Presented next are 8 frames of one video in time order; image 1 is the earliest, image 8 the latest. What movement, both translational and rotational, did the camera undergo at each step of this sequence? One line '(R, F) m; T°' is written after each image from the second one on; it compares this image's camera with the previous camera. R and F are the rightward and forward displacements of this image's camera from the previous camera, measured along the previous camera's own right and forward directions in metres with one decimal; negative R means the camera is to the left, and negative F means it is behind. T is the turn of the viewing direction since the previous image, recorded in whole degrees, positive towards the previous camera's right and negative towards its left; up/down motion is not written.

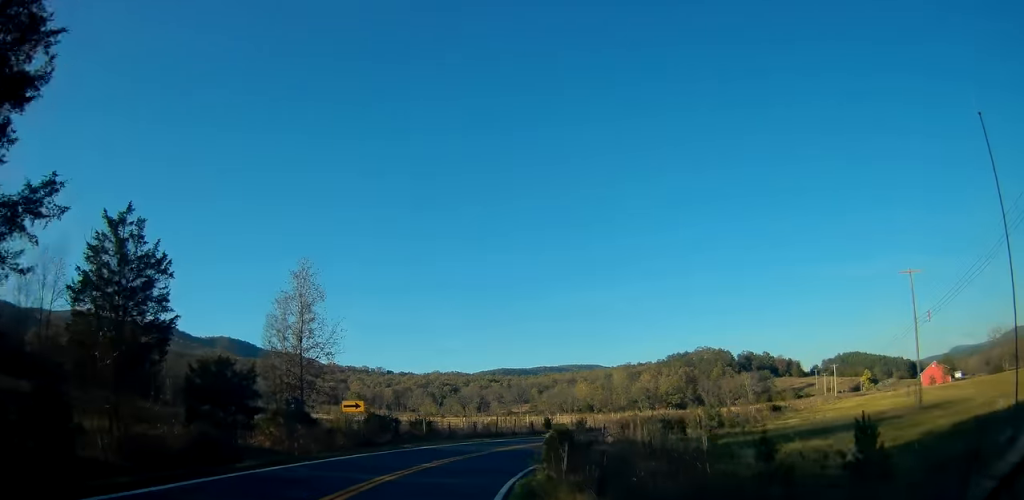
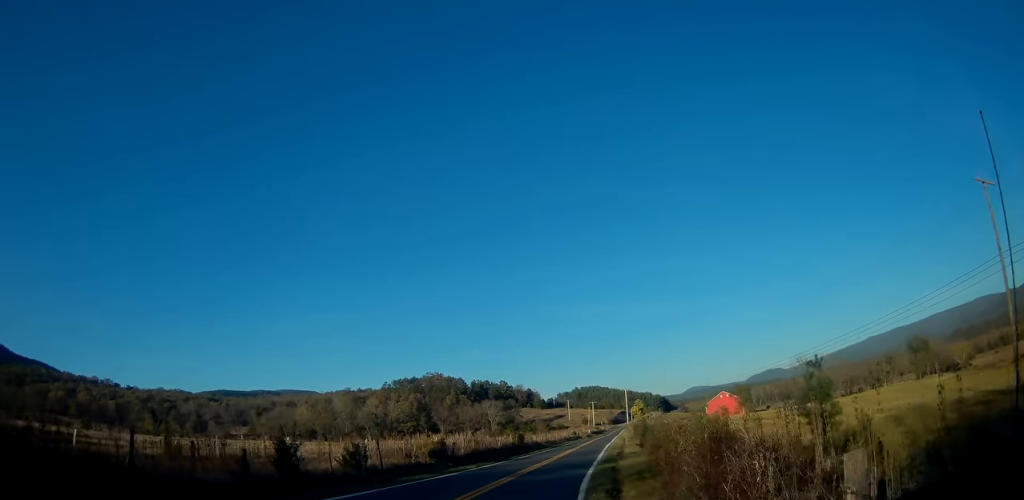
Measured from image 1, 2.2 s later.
(+6.5, +31.2) m; +30°
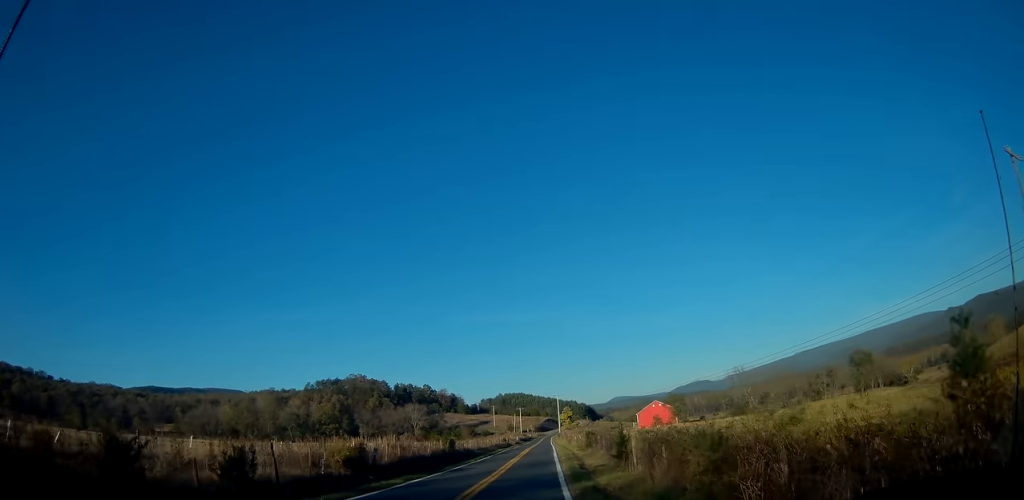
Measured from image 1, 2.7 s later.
(+0.2, +7.0) m; +8°
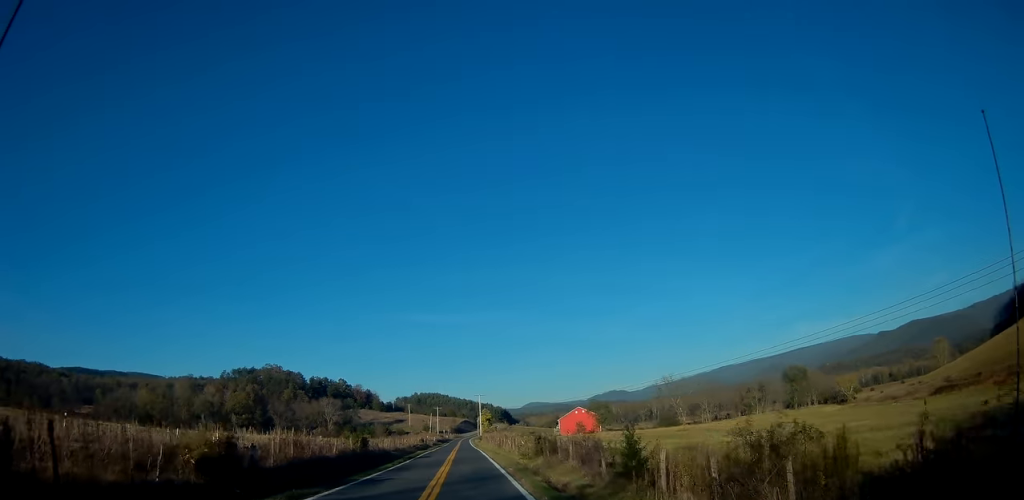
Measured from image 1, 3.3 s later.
(+1.1, +9.2) m; +7°
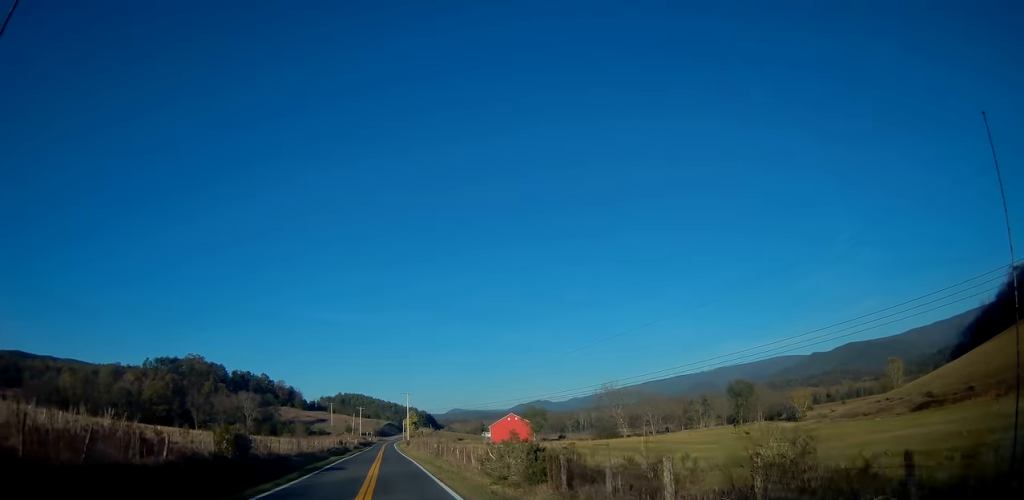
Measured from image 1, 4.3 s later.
(+1.2, +15.1) m; +5°
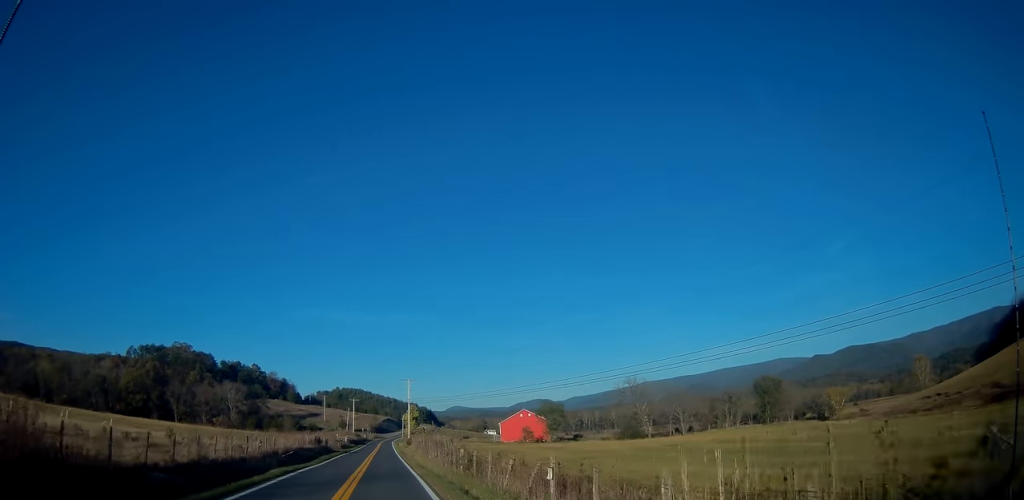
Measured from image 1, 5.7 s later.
(+0.1, +22.0) m; 0°
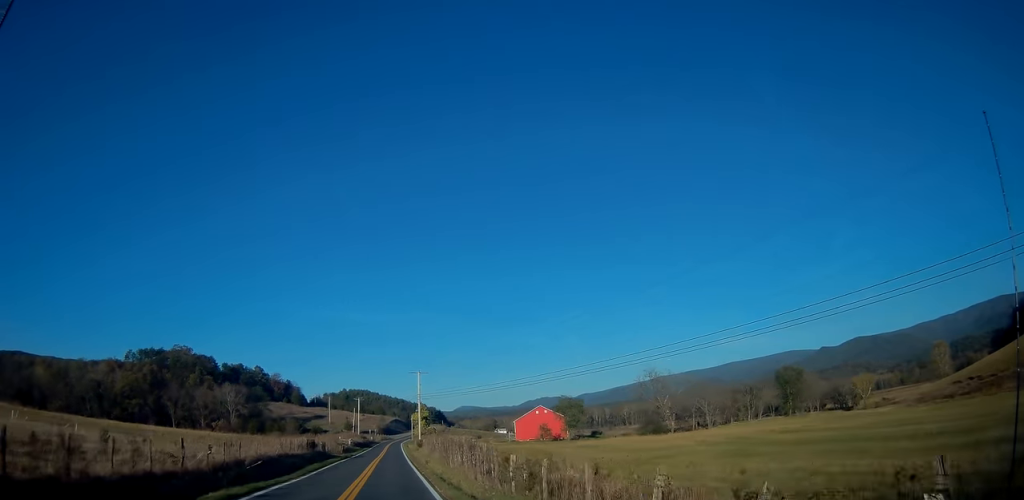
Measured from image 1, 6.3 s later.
(+0.1, +10.3) m; -1°
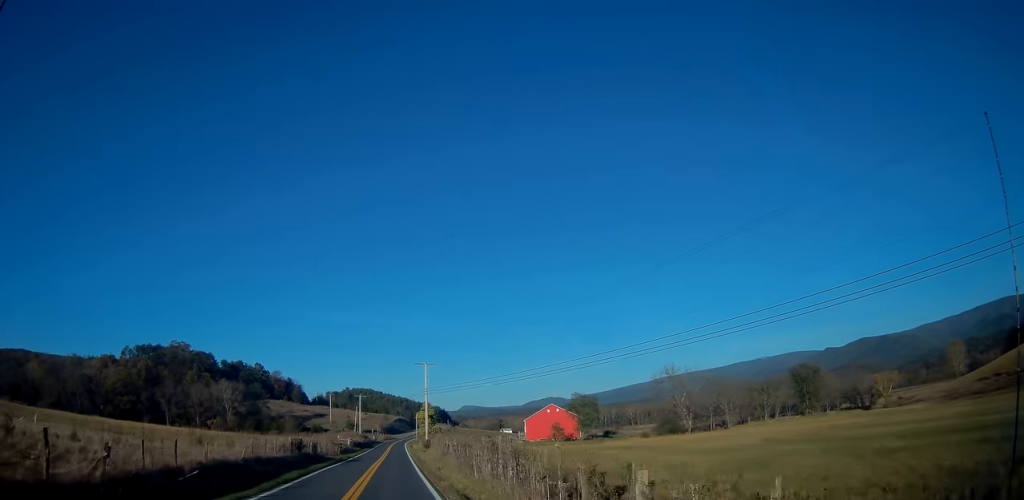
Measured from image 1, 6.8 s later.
(0.0, +8.7) m; -1°
